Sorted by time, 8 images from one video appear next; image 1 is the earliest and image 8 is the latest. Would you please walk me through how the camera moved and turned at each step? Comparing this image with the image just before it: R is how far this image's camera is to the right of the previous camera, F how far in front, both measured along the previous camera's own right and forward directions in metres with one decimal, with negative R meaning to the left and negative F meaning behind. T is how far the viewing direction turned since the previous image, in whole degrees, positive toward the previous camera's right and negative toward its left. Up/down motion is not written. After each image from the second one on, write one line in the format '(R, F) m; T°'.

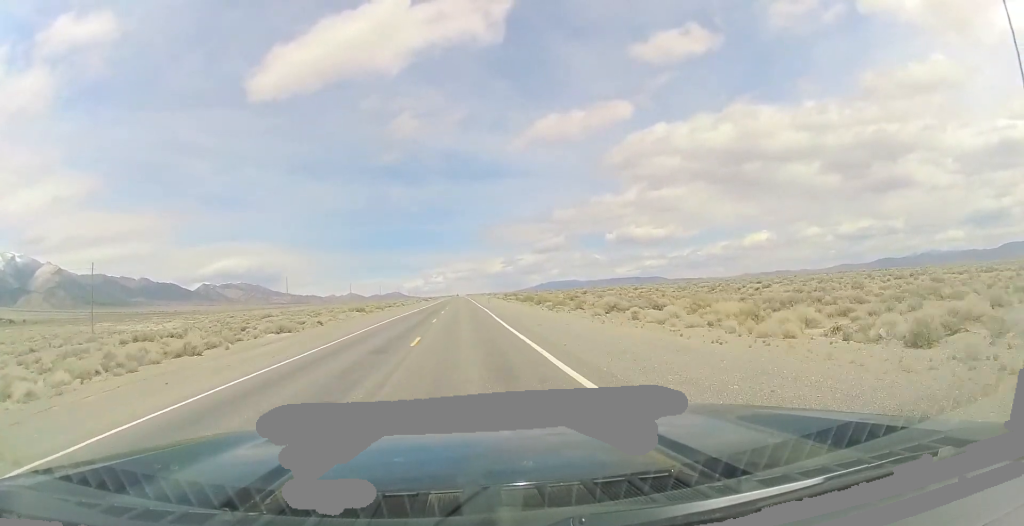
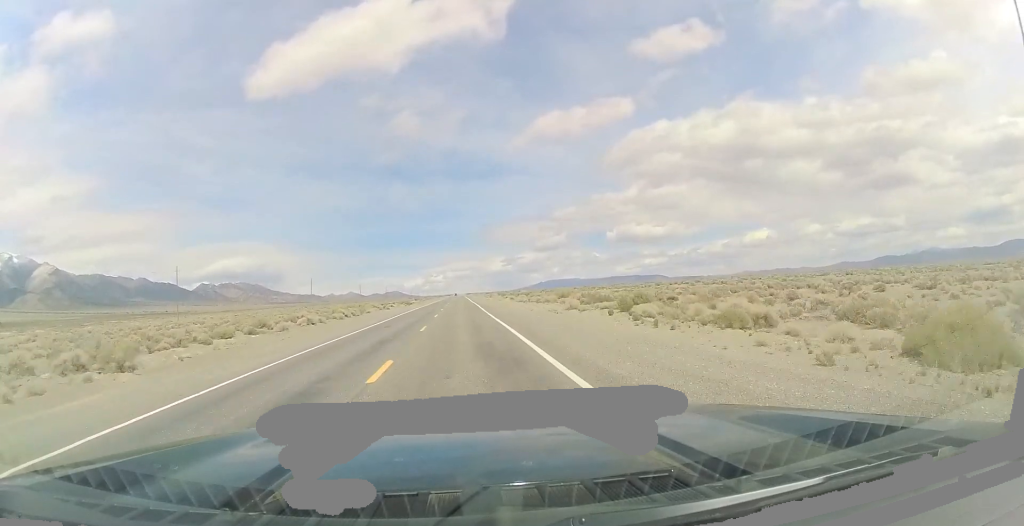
(0.0, +75.9) m; -1°
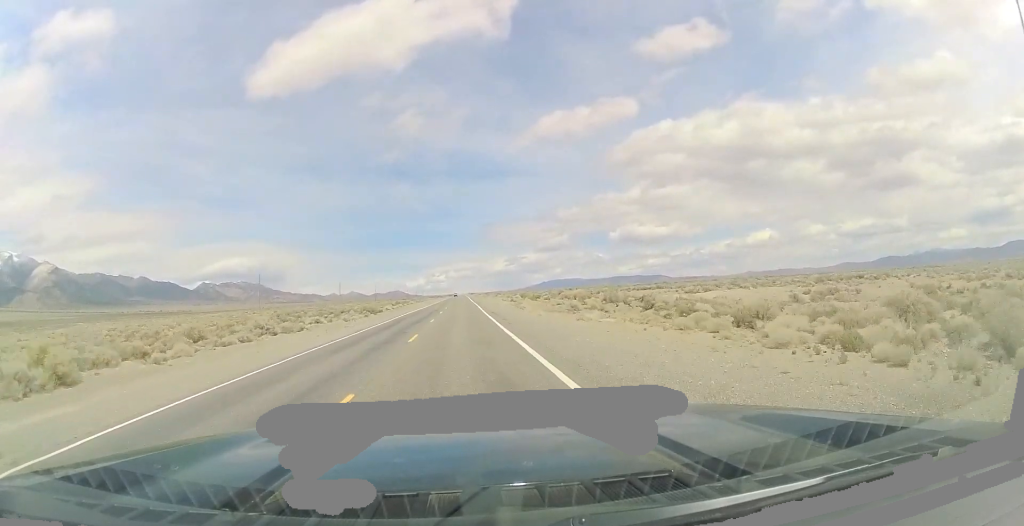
(-0.2, +59.1) m; 0°
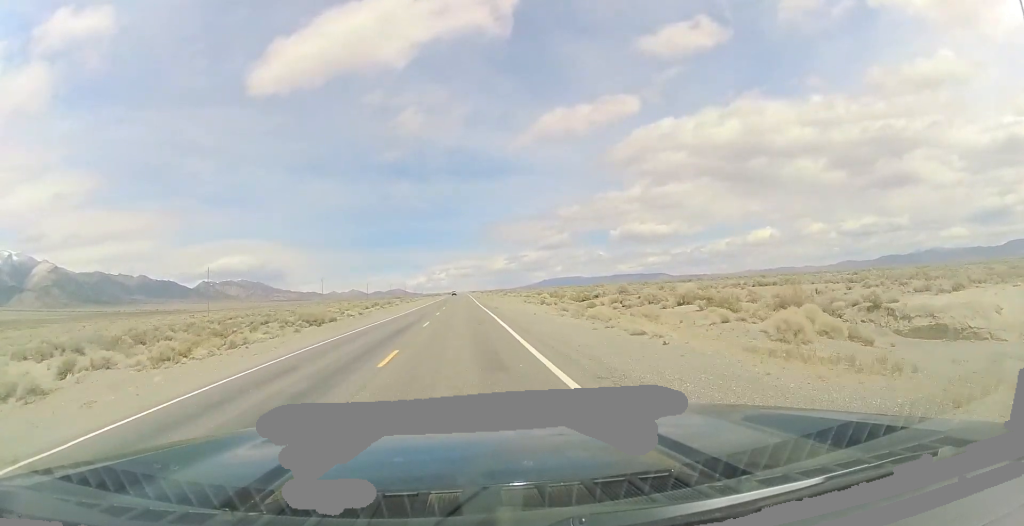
(+0.1, +34.6) m; 0°
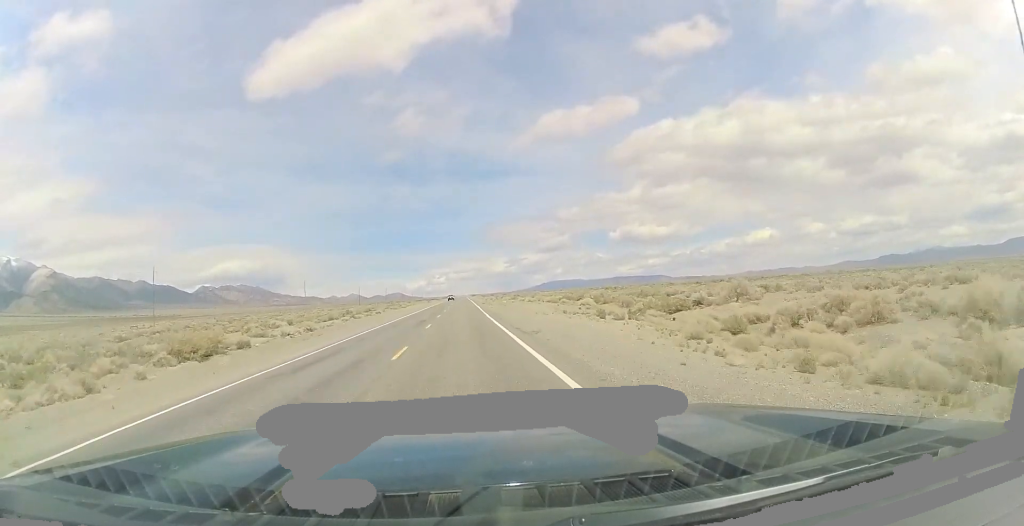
(-0.1, +24.7) m; 0°
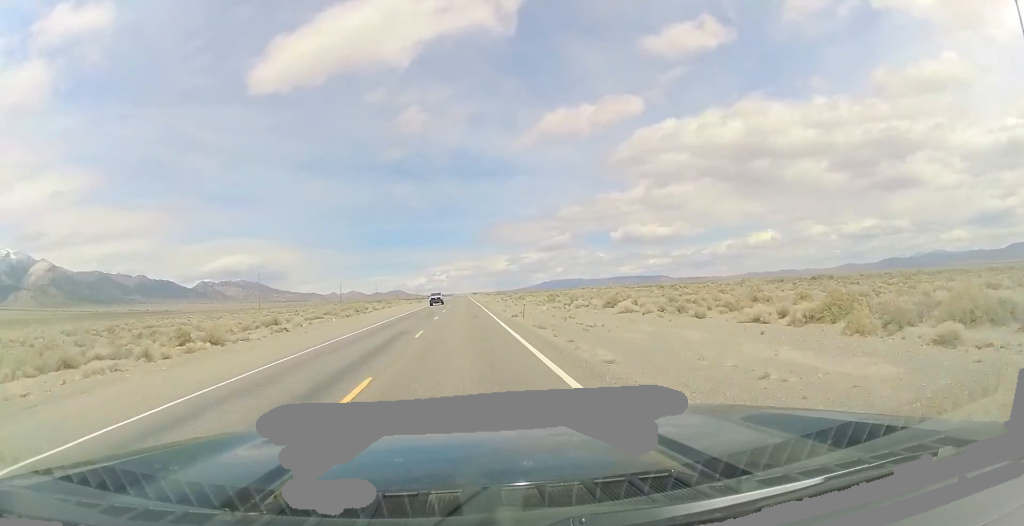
(+0.2, +48.4) m; 0°
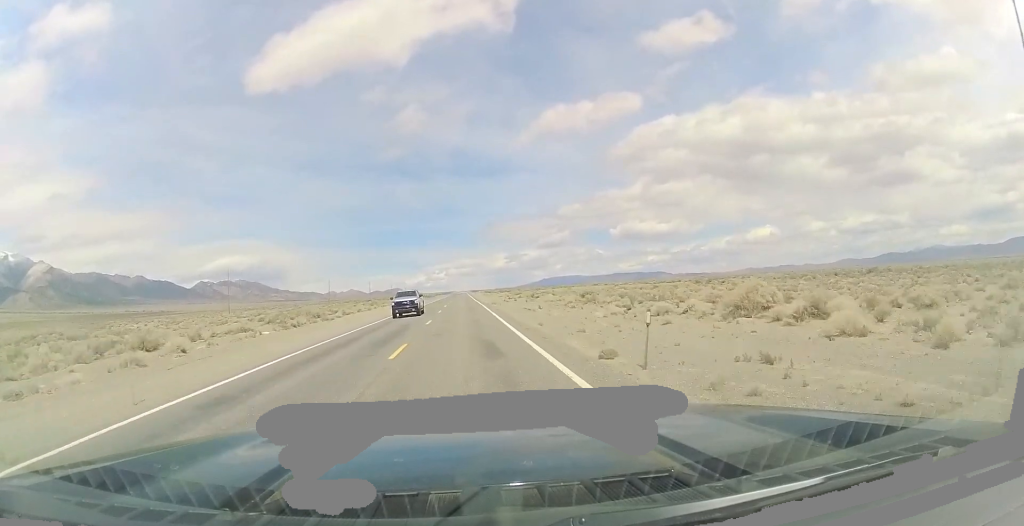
(-0.3, +21.1) m; 0°
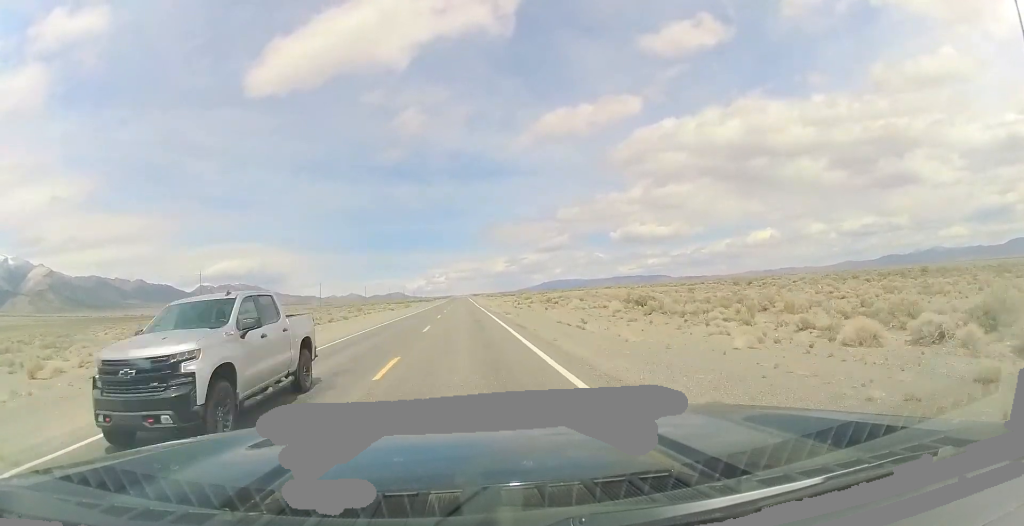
(0.0, +16.1) m; 0°
